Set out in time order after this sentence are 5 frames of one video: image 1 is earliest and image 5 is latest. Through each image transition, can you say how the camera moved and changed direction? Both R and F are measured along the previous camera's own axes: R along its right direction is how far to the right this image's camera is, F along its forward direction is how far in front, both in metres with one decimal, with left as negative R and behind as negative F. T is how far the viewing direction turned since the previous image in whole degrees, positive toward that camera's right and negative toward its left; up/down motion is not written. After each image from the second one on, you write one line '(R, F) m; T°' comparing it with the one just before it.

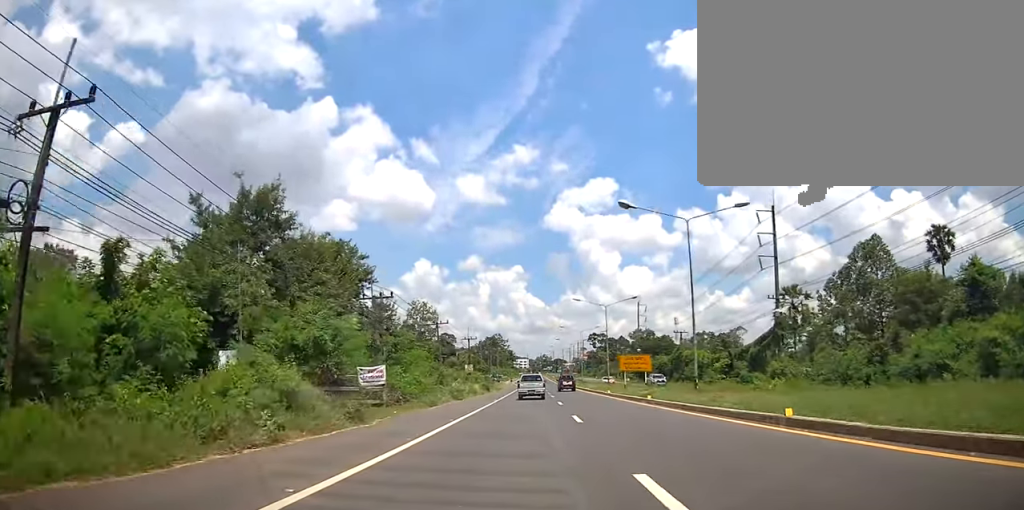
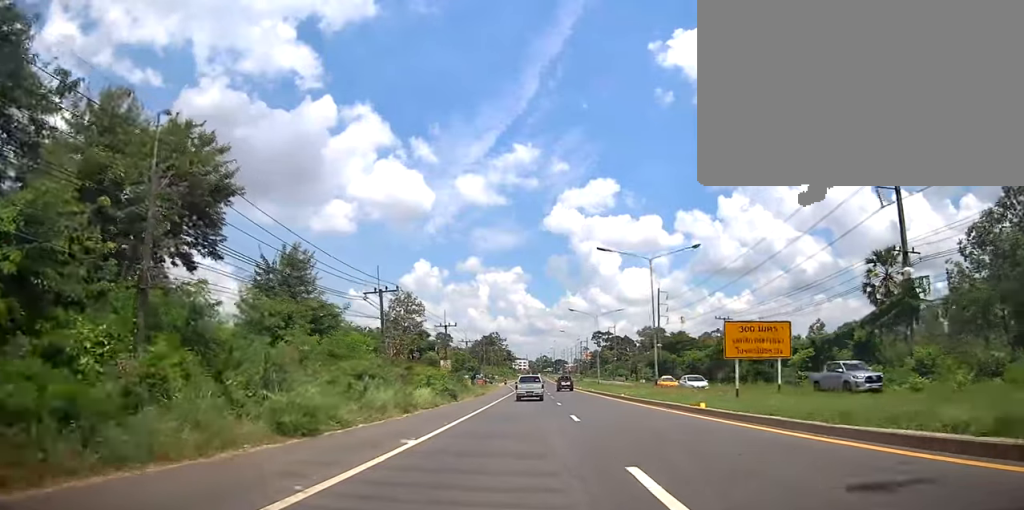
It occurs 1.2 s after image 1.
(0.0, +23.3) m; 0°
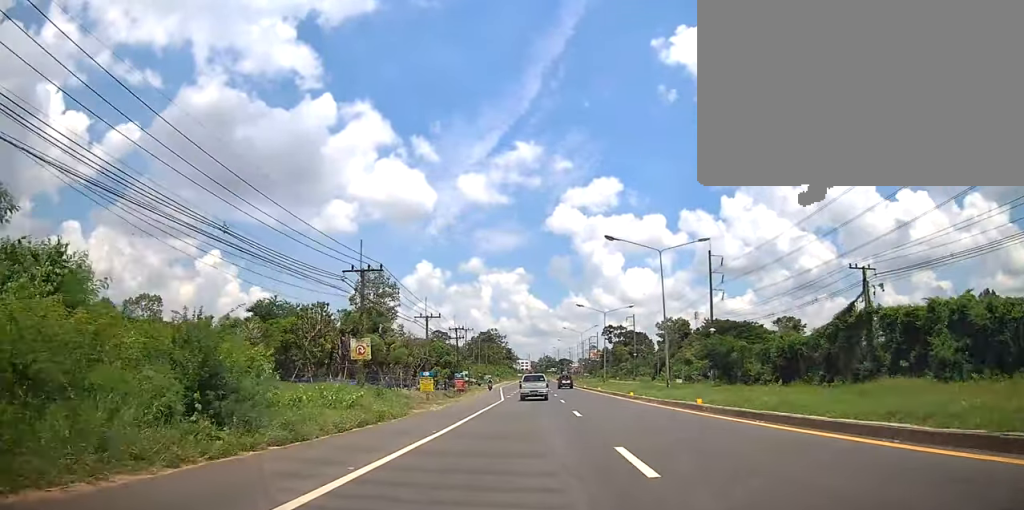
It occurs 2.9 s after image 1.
(+0.3, +33.9) m; 0°
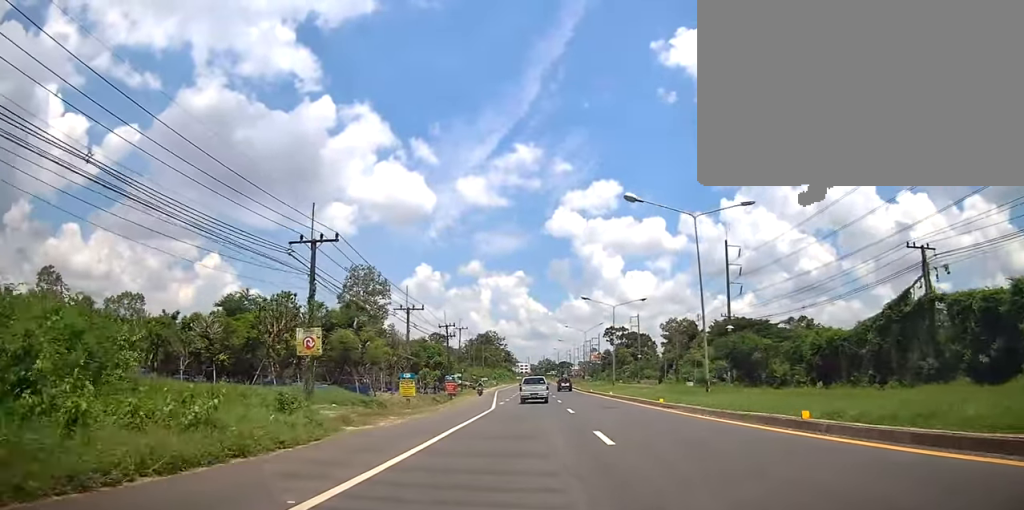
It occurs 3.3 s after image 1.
(-0.2, +8.0) m; 0°
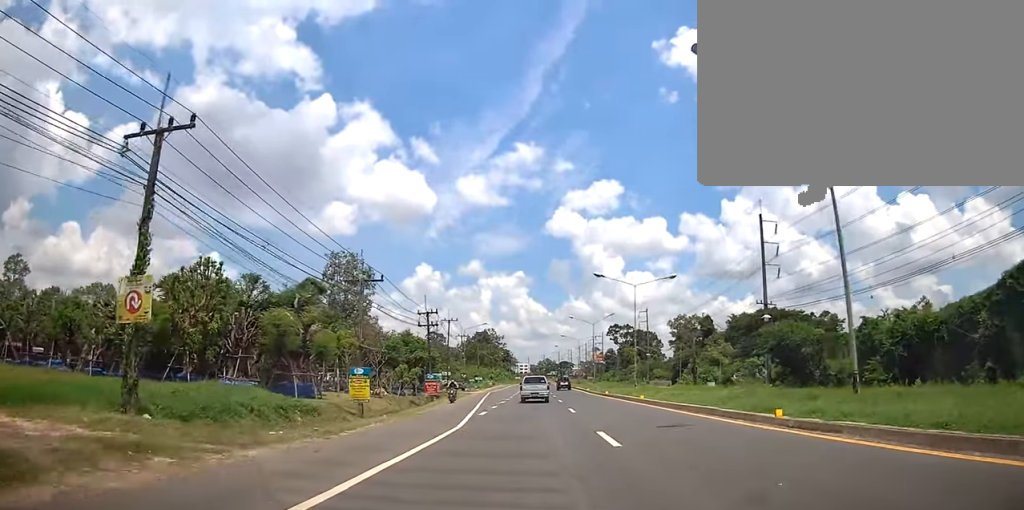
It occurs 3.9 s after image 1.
(-0.1, +12.7) m; 0°
